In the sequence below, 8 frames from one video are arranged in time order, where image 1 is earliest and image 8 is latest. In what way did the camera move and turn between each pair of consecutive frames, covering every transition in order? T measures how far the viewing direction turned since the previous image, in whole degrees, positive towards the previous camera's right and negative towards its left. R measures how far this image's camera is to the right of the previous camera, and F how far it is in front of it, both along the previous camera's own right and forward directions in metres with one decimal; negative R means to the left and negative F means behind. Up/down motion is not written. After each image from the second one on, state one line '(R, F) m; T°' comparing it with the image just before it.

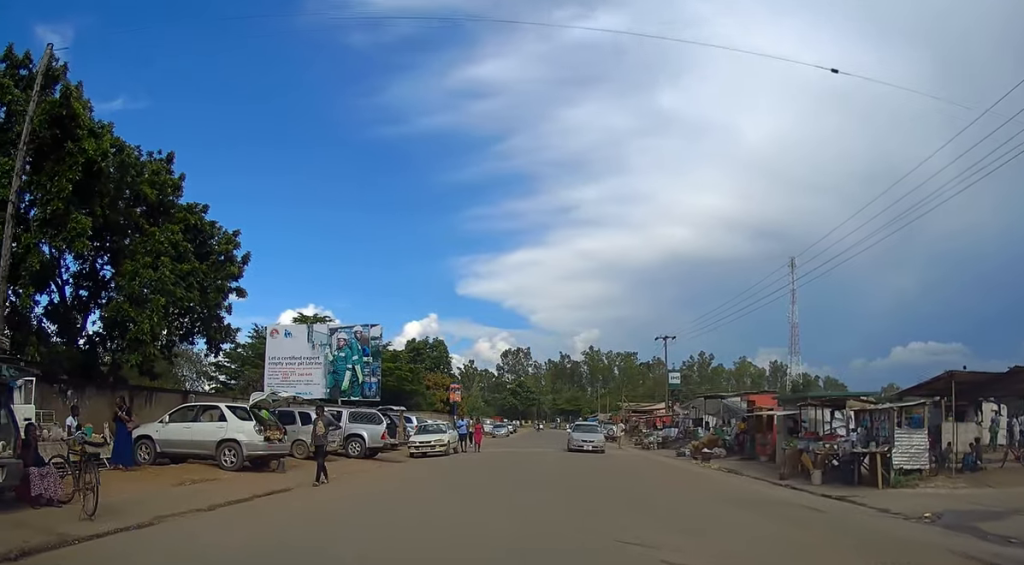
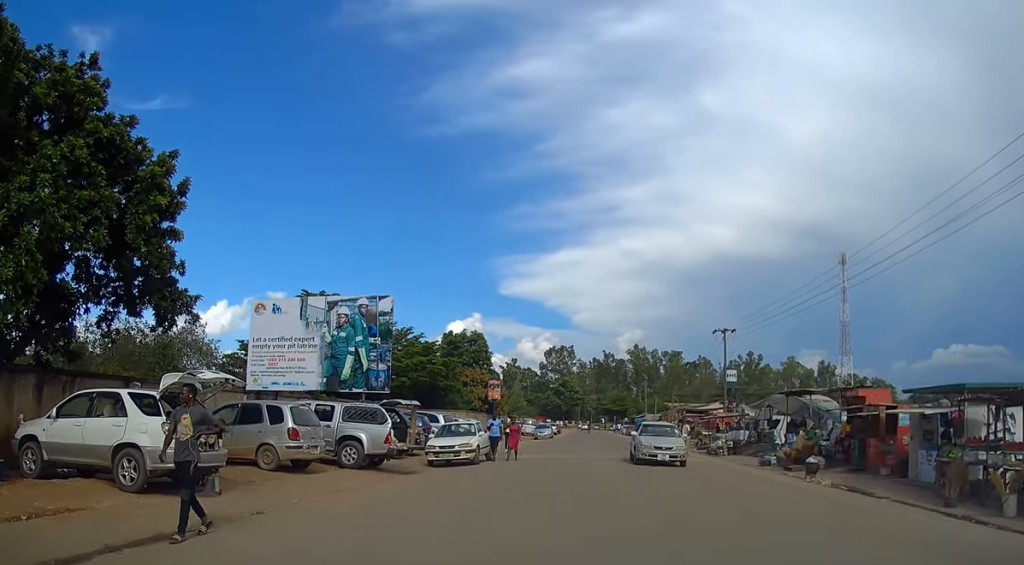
(-0.2, +6.2) m; -4°
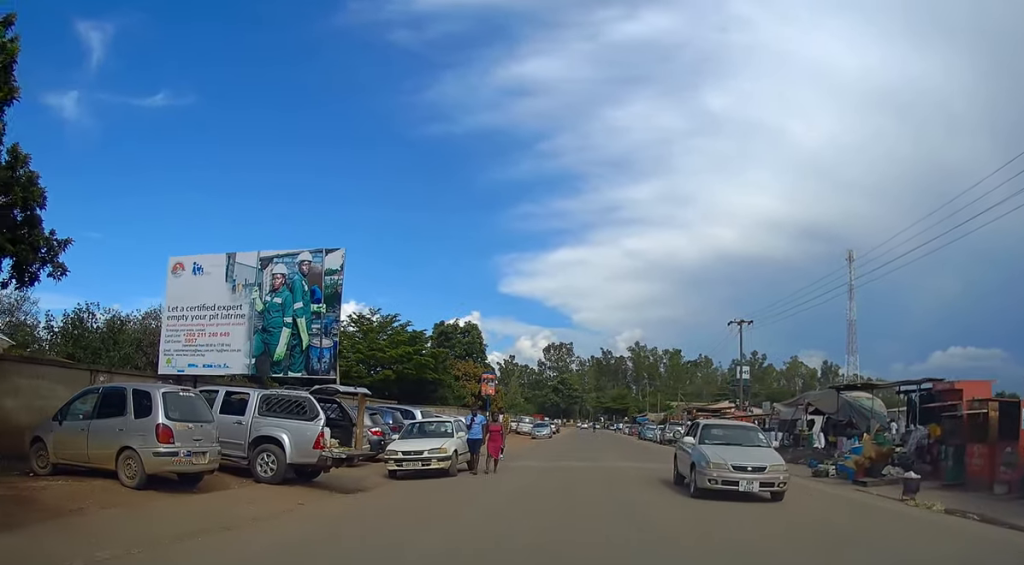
(-0.2, +5.8) m; 0°
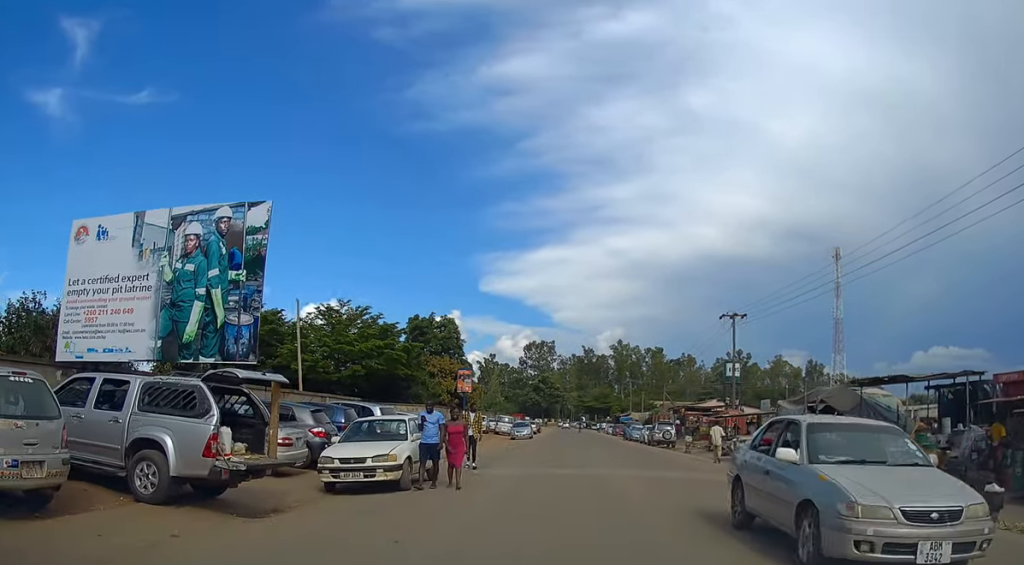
(+0.1, +3.6) m; +1°
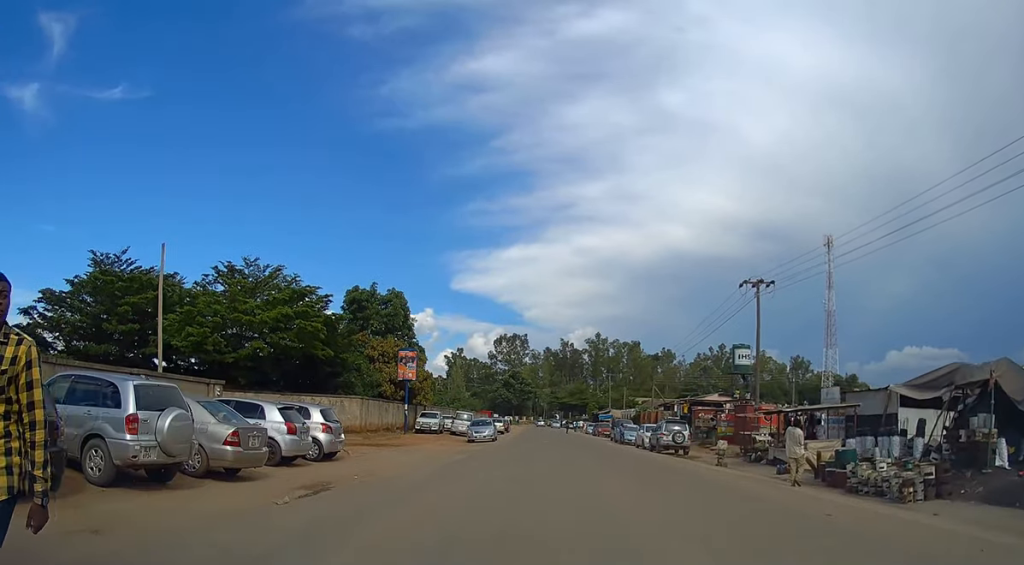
(+0.4, +13.4) m; +3°
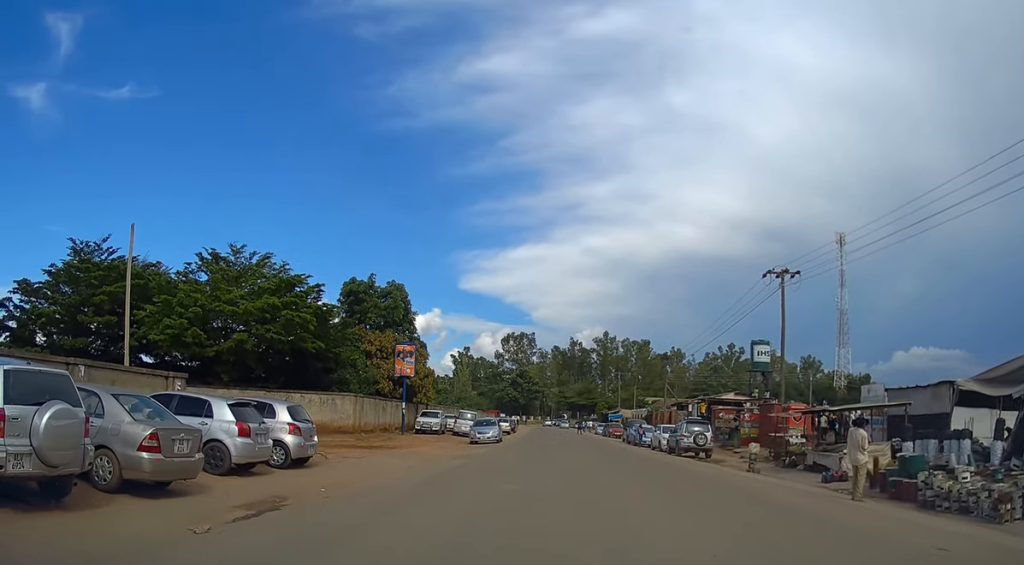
(-0.1, +3.5) m; -1°
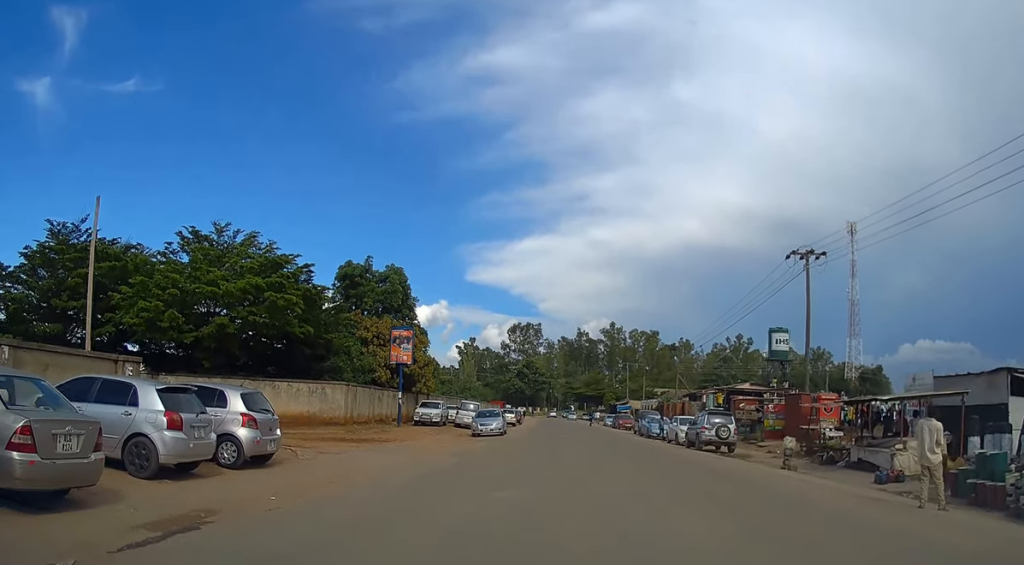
(0.0, +3.2) m; -1°
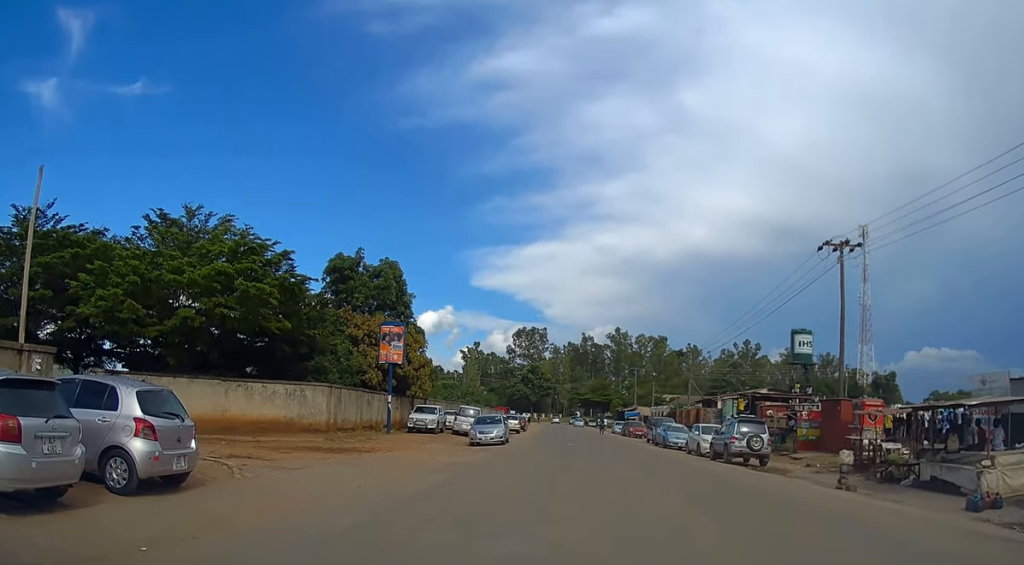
(0.0, +3.8) m; 0°
